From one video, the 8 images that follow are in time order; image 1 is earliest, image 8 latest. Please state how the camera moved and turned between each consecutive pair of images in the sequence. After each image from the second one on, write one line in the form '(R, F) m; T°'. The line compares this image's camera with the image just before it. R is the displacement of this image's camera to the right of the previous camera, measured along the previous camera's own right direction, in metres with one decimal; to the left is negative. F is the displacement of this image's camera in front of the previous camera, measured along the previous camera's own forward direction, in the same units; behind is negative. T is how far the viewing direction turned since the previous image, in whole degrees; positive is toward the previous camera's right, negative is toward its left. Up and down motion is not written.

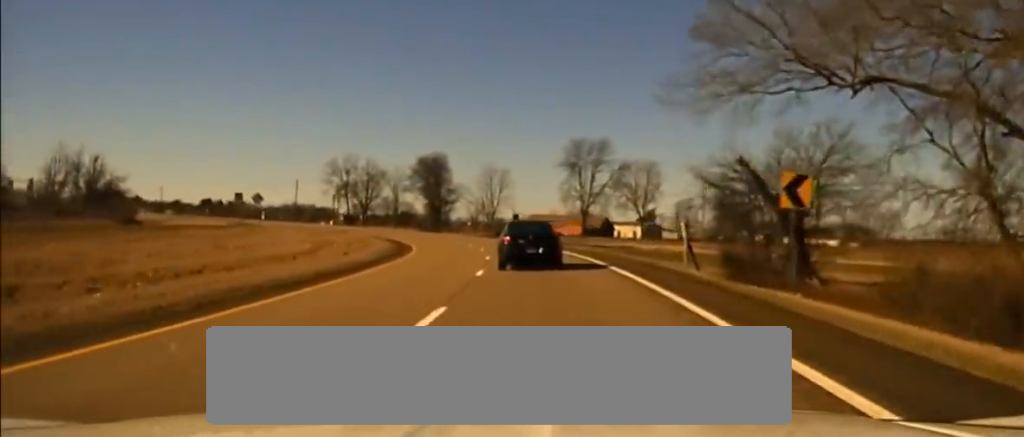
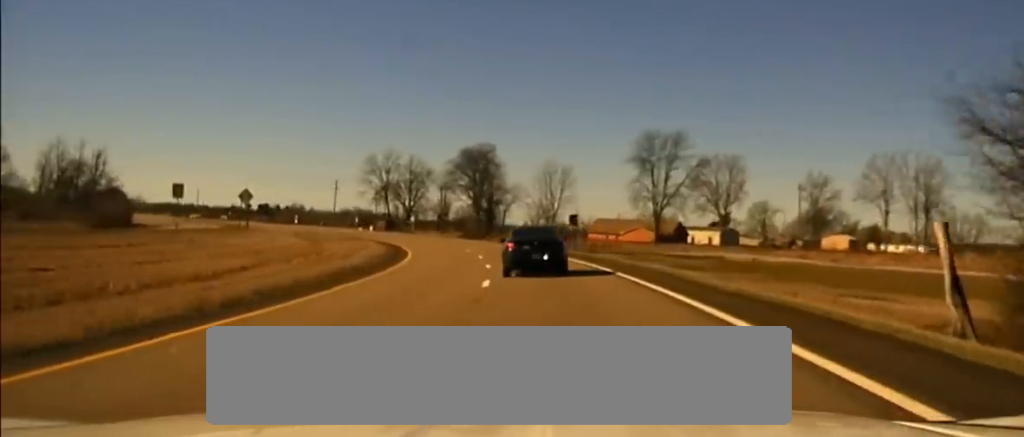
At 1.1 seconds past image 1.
(-0.9, +27.3) m; -3°
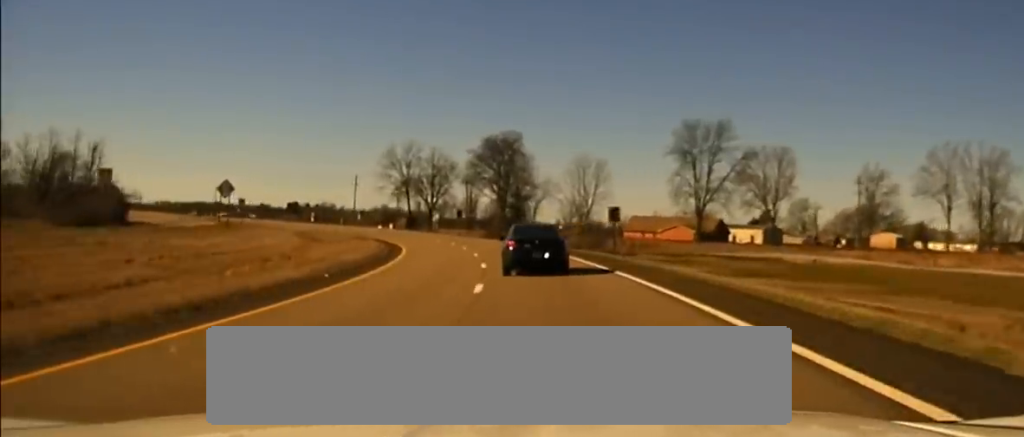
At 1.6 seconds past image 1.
(-0.2, +13.4) m; -1°
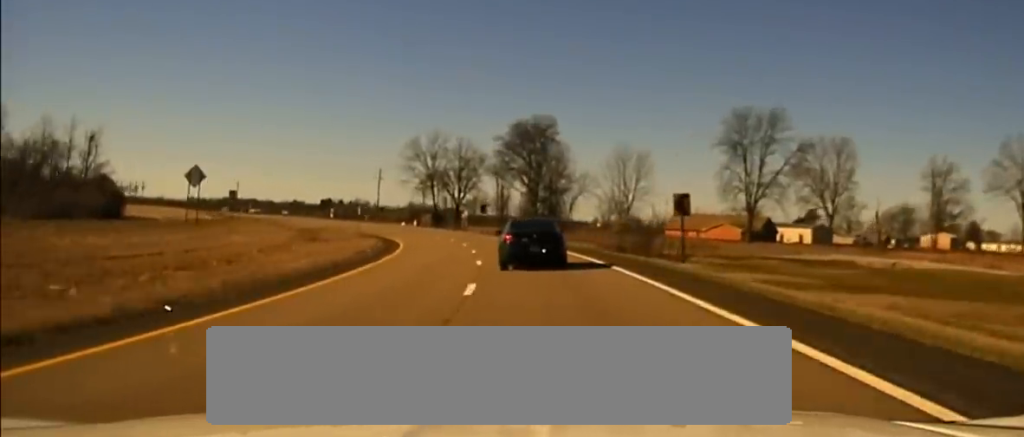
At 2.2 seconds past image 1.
(-0.2, +14.3) m; -2°
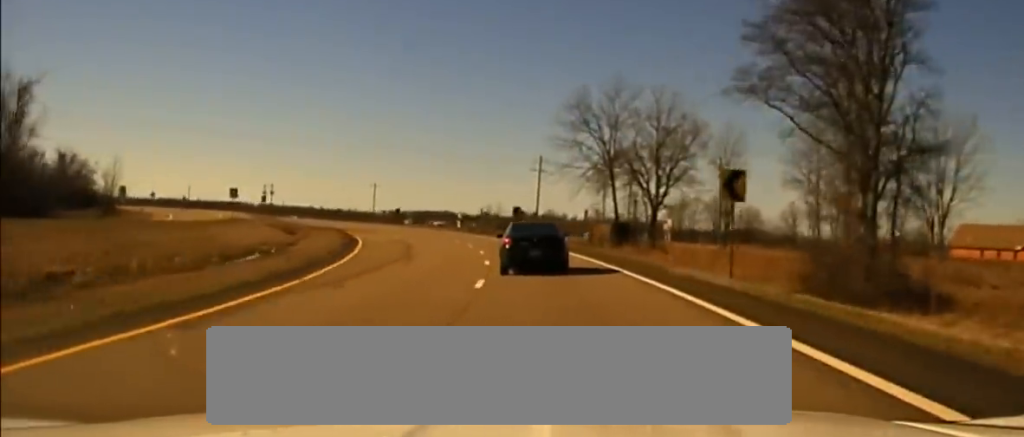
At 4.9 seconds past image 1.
(-8.1, +69.8) m; -13°
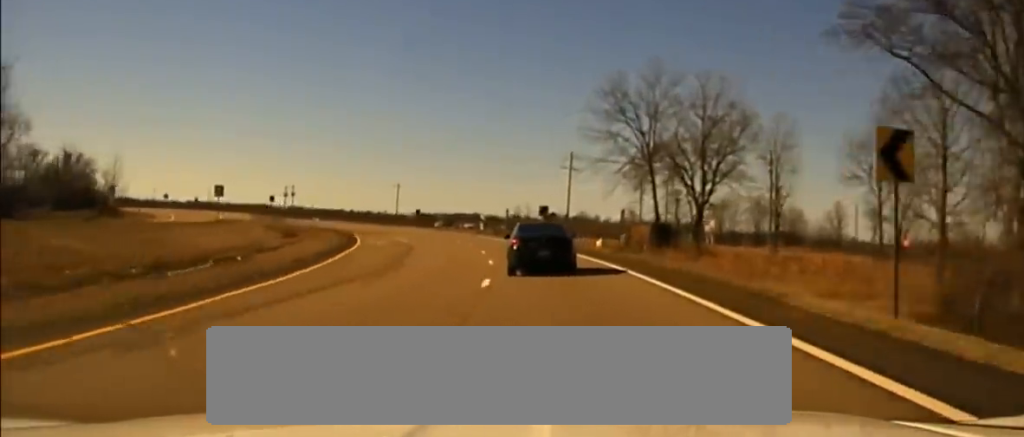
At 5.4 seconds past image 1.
(-0.2, +11.4) m; -2°
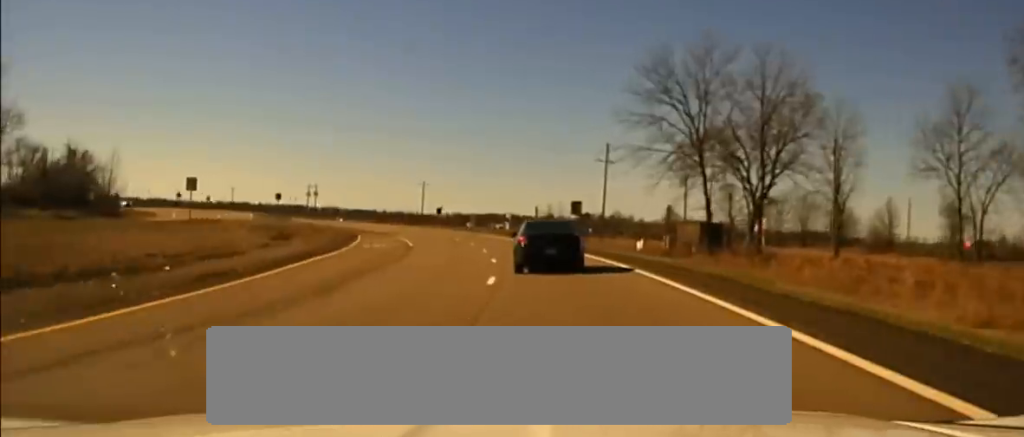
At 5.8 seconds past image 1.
(+0.2, +12.3) m; -2°
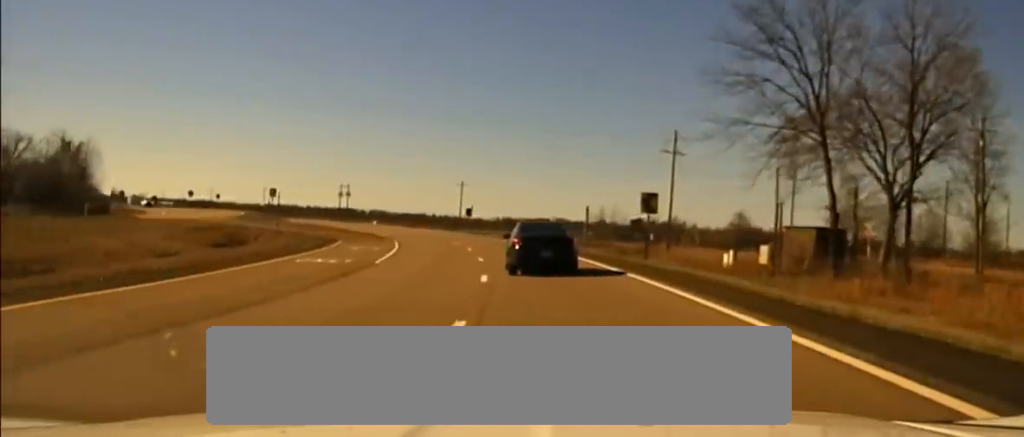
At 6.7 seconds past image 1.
(-1.3, +22.9) m; -3°
